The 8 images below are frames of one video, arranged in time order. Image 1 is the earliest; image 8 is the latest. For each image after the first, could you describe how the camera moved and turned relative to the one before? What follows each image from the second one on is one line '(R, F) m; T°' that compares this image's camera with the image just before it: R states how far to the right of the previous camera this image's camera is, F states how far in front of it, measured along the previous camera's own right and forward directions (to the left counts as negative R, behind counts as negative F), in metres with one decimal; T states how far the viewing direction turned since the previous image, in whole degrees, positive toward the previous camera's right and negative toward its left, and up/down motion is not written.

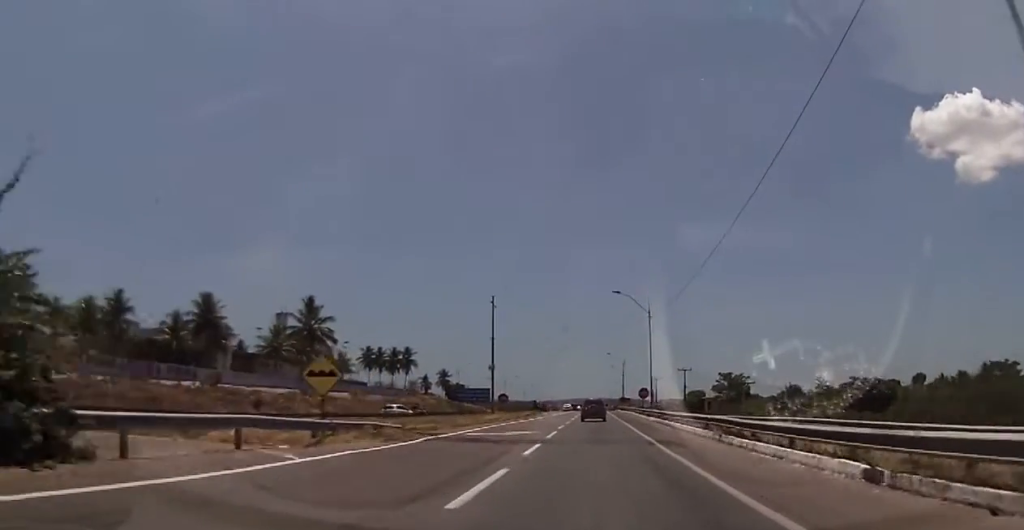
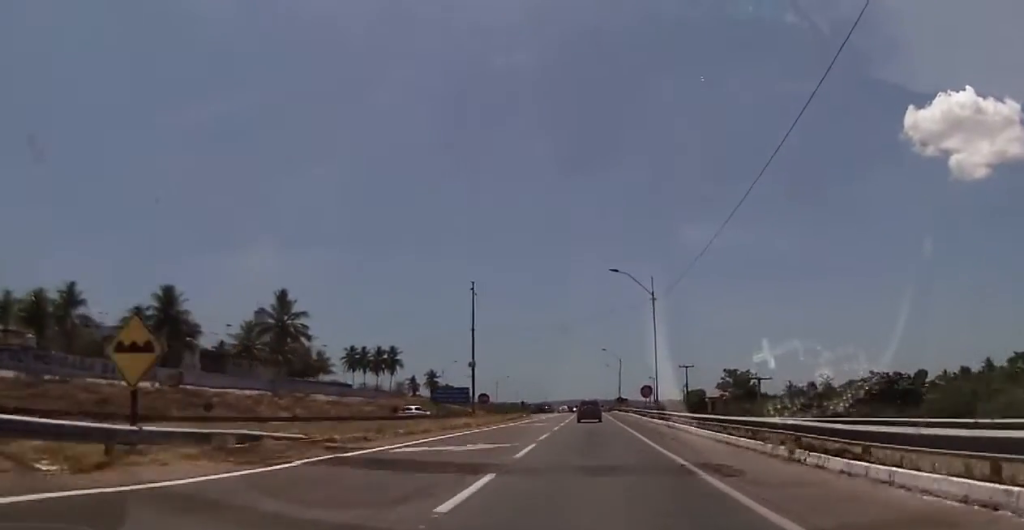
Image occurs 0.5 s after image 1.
(+0.2, +9.1) m; +1°
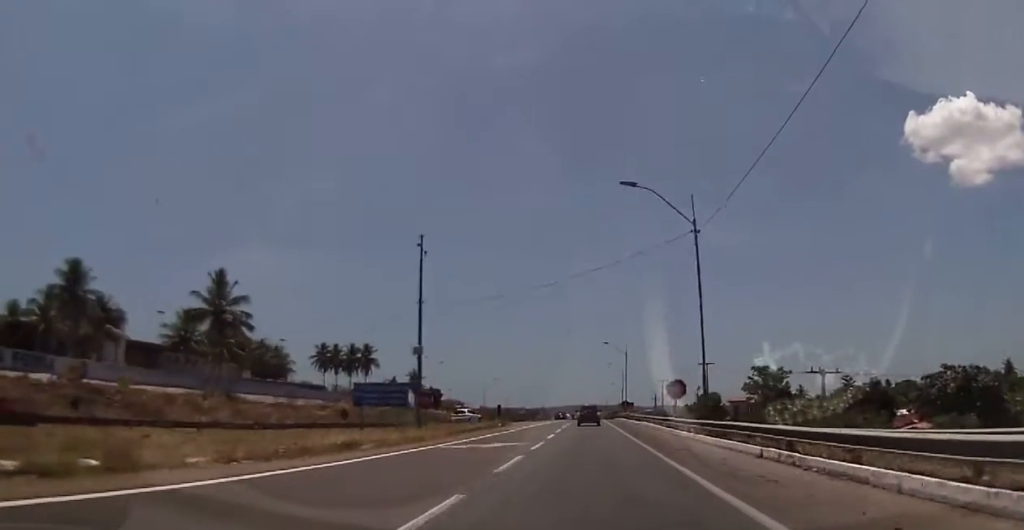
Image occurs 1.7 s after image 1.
(+0.3, +20.8) m; +1°
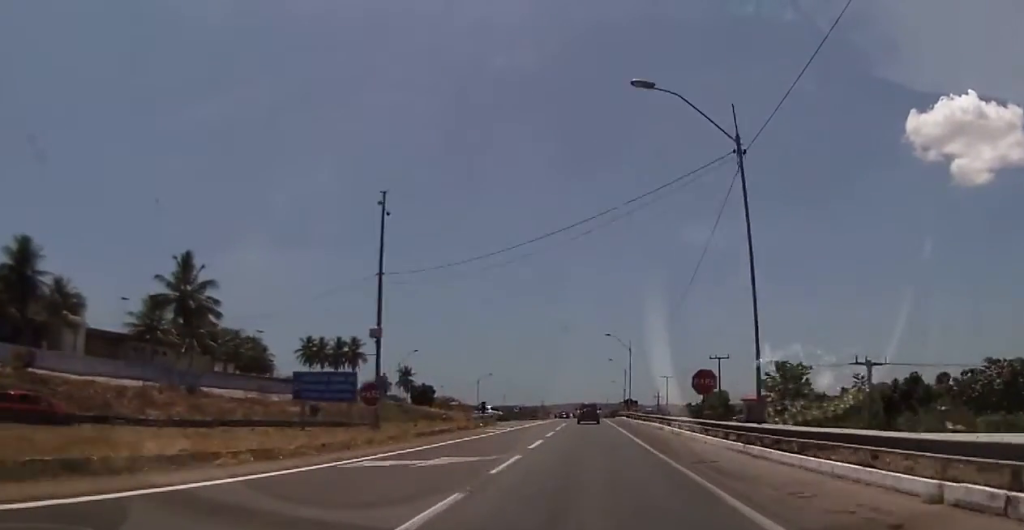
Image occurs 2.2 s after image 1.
(0.0, +9.2) m; 0°
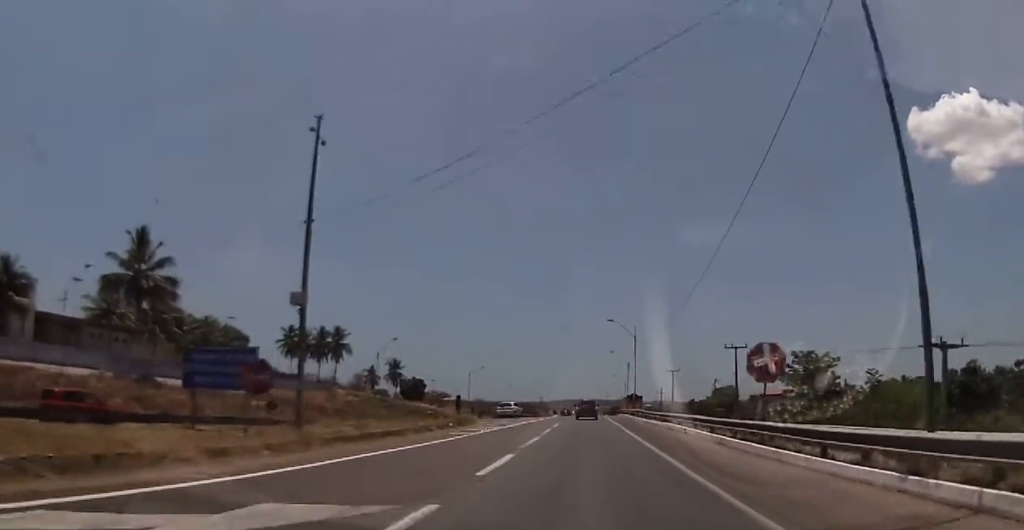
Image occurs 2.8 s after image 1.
(0.0, +10.1) m; 0°
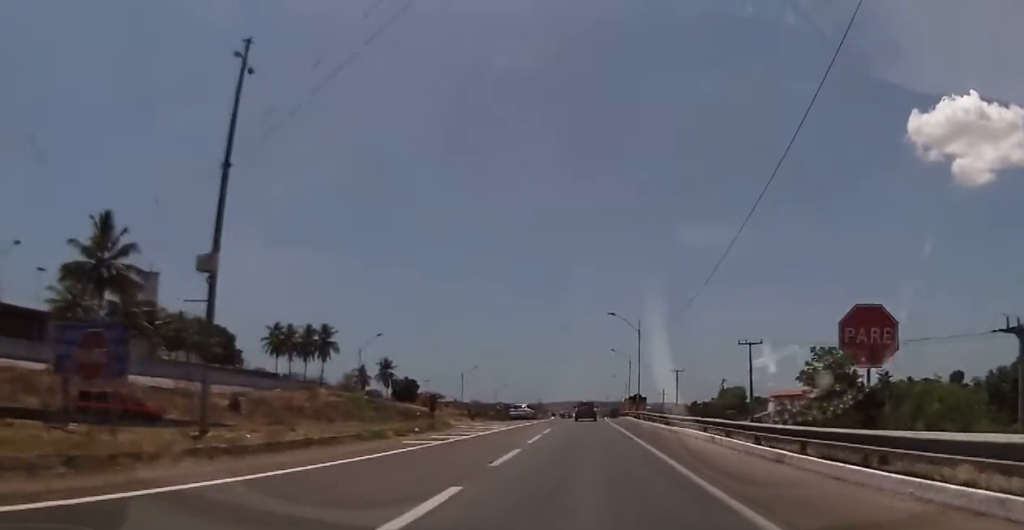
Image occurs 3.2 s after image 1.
(0.0, +7.1) m; 0°
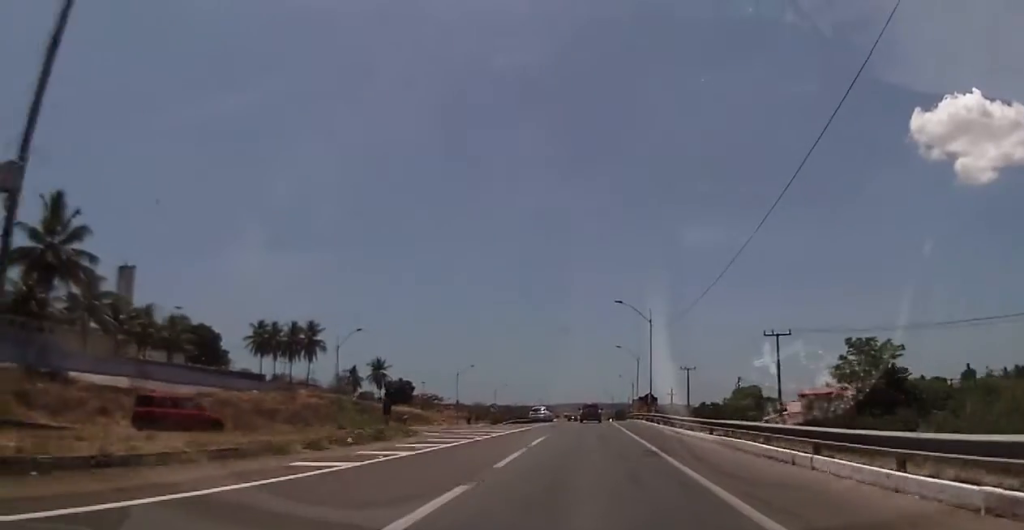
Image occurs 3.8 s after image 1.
(0.0, +8.9) m; 0°
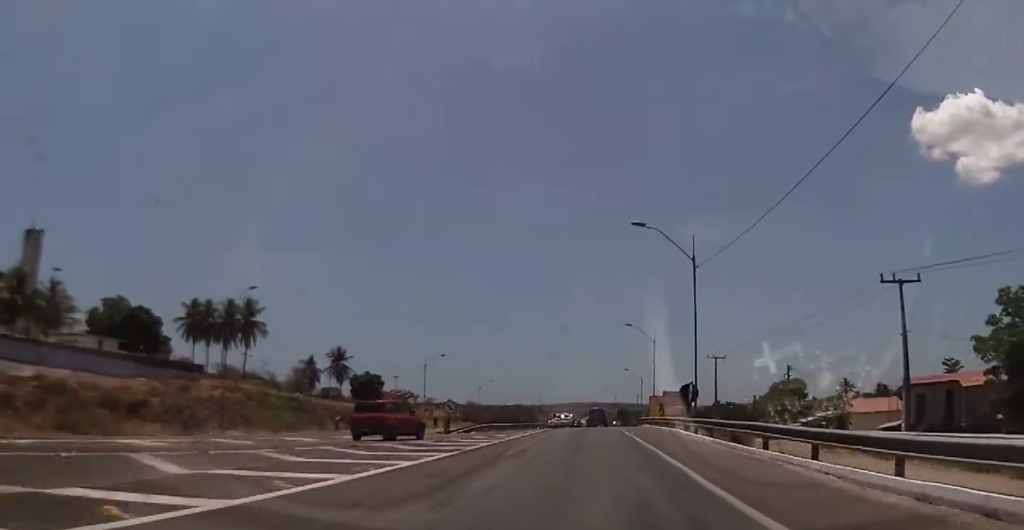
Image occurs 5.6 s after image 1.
(0.0, +25.9) m; 0°
